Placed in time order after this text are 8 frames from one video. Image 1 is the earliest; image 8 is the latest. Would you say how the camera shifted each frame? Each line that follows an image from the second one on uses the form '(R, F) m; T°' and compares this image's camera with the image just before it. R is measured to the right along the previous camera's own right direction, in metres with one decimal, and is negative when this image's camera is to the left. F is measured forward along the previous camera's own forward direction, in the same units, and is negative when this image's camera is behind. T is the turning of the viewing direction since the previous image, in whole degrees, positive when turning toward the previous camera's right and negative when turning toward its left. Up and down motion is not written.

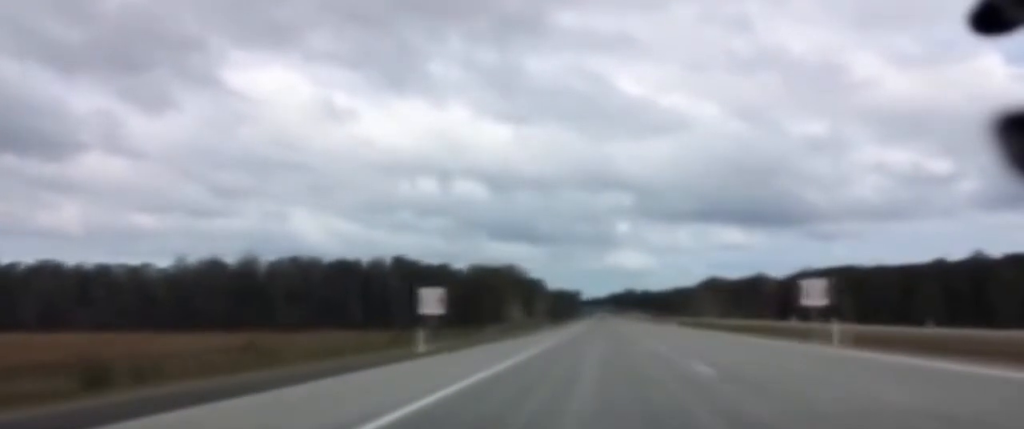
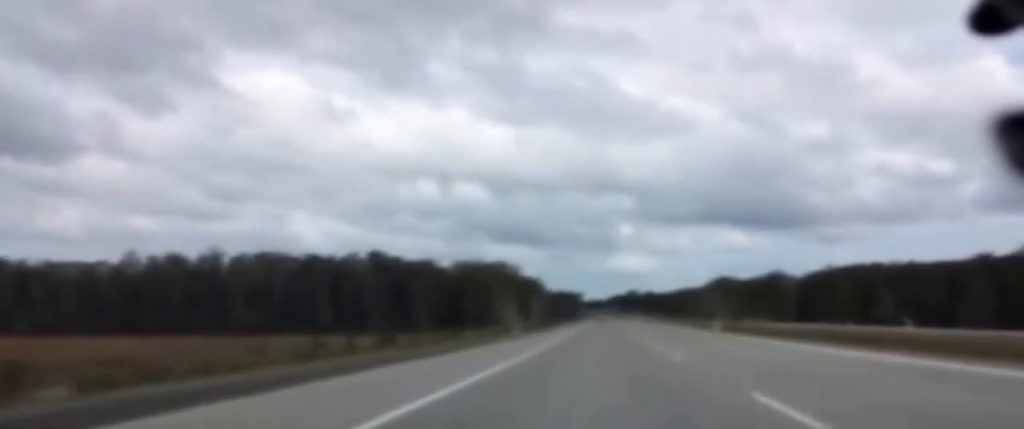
(0.0, +31.2) m; 0°
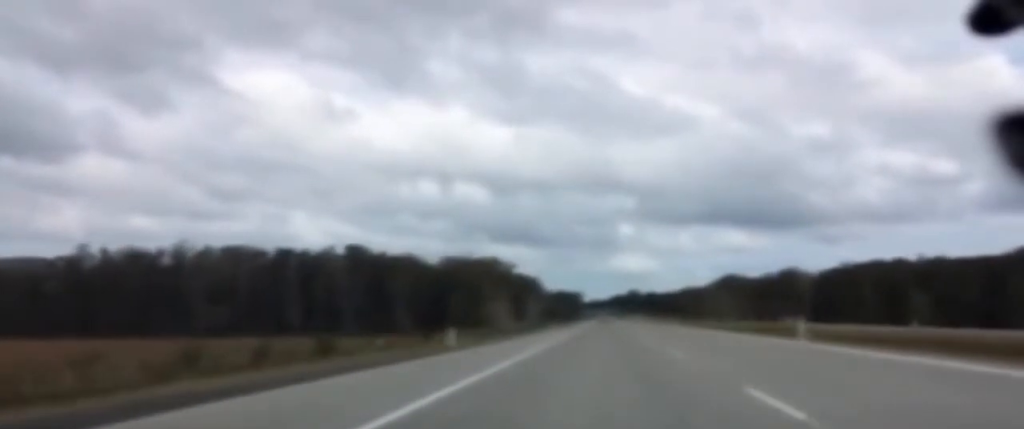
(0.0, +23.2) m; 0°
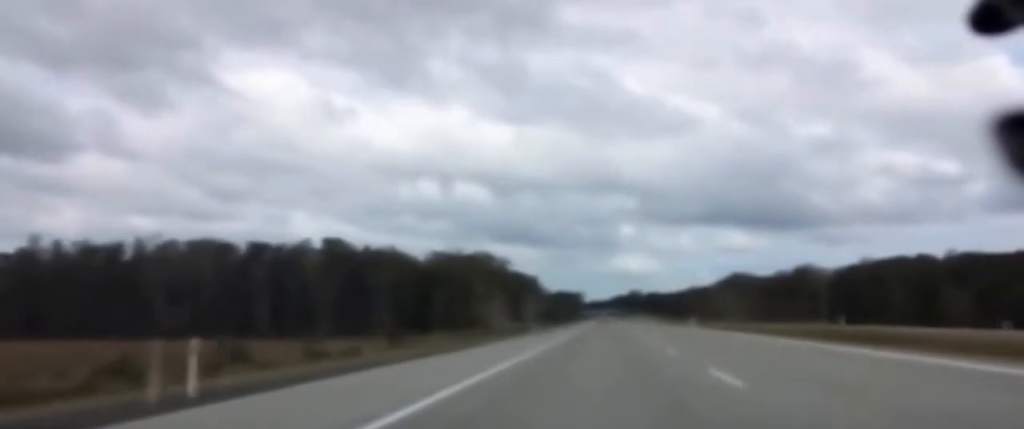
(0.0, +20.2) m; 0°
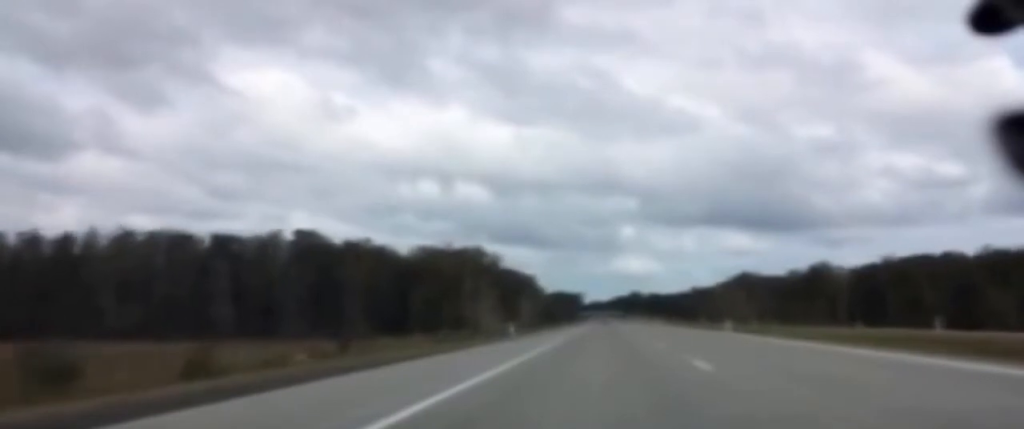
(0.0, +20.2) m; 0°
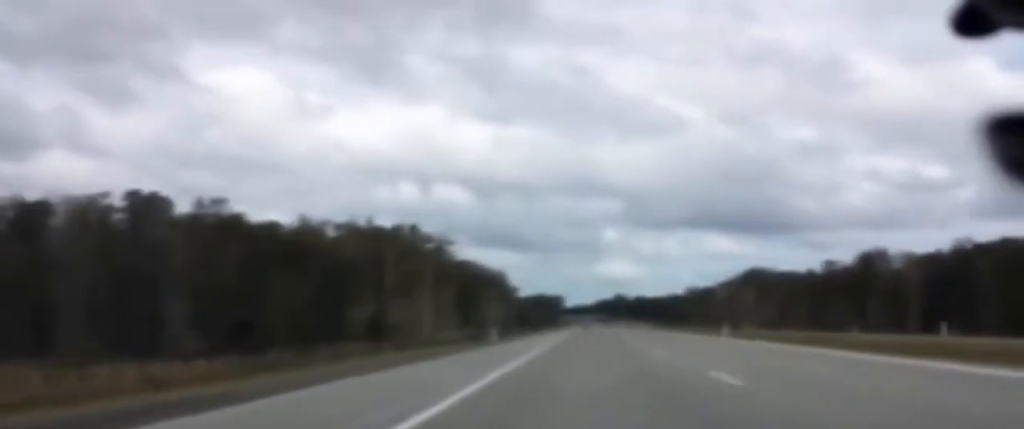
(-0.4, +62.9) m; 0°
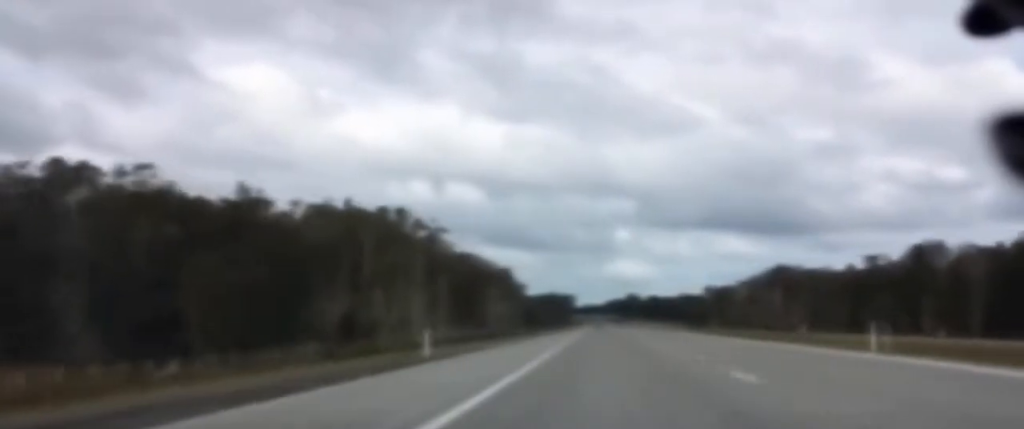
(0.0, +23.4) m; 0°
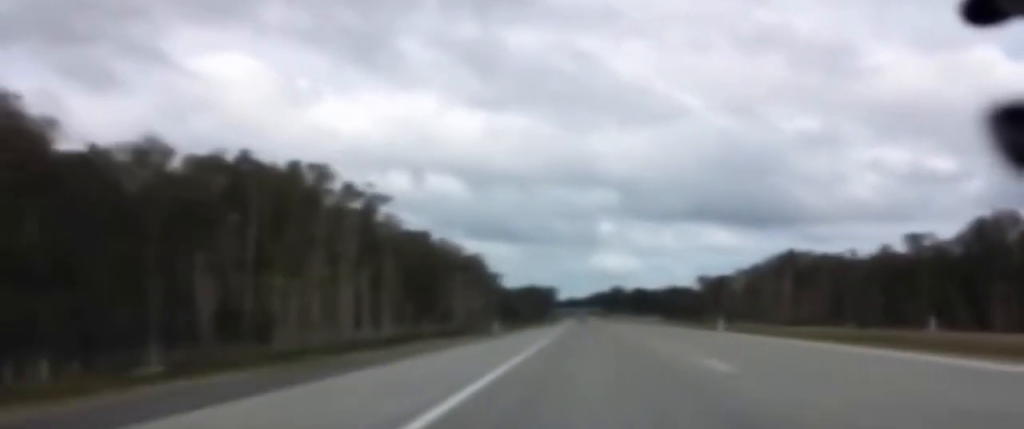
(+0.1, +34.7) m; 0°
